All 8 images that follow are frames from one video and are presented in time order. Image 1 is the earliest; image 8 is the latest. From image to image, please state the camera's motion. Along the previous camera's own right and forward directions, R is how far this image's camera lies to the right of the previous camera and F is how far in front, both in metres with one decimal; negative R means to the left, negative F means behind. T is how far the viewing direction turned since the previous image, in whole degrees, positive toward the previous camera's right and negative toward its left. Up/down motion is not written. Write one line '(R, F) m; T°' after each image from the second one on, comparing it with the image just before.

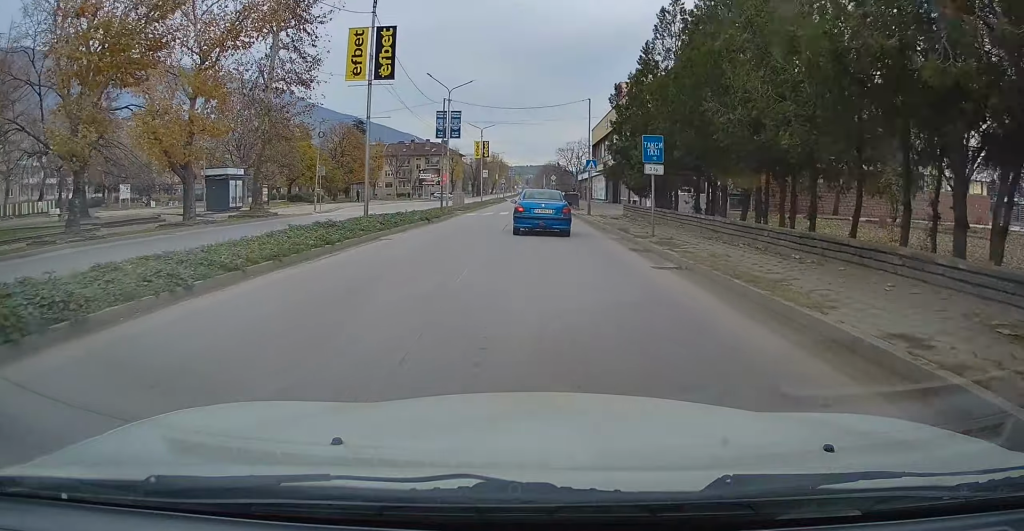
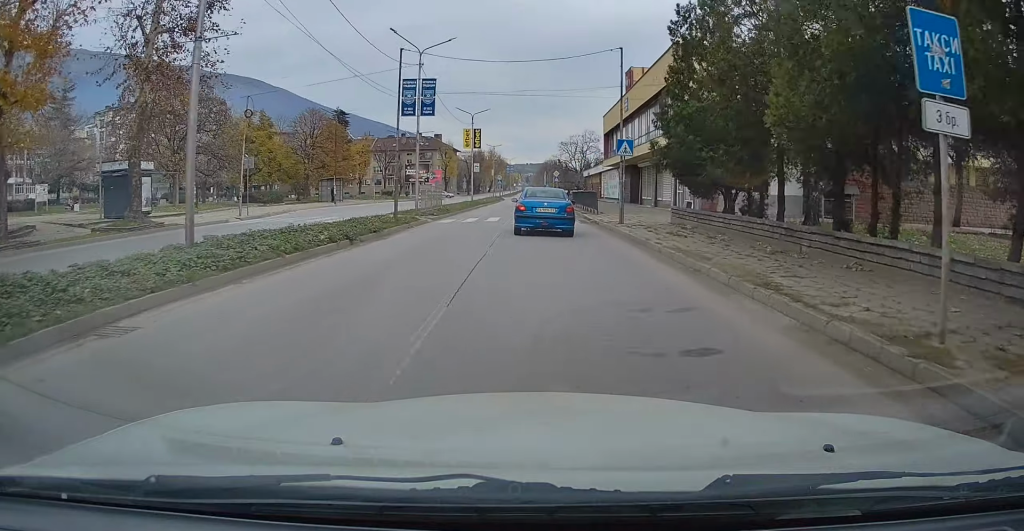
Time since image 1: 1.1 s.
(-0.2, +12.5) m; -2°
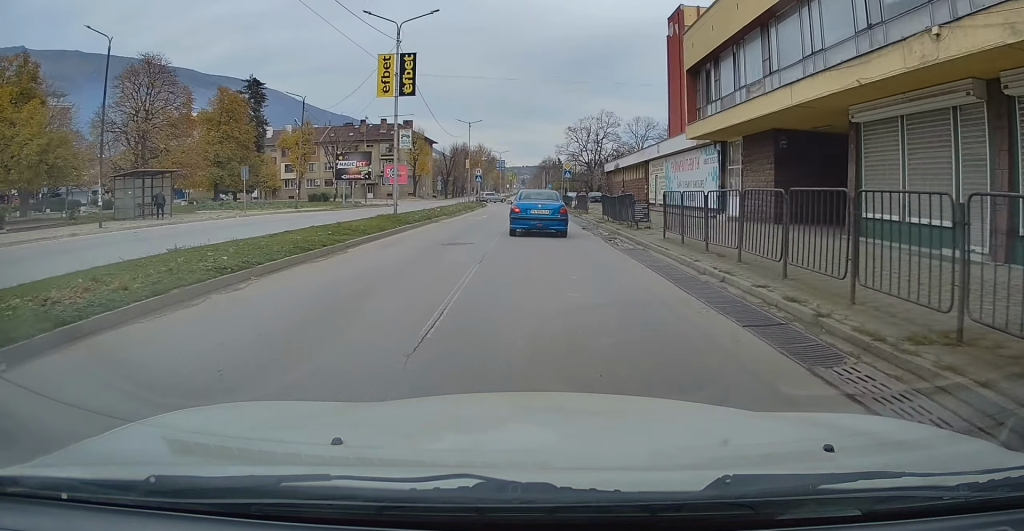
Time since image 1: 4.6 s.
(+0.8, +36.0) m; +2°
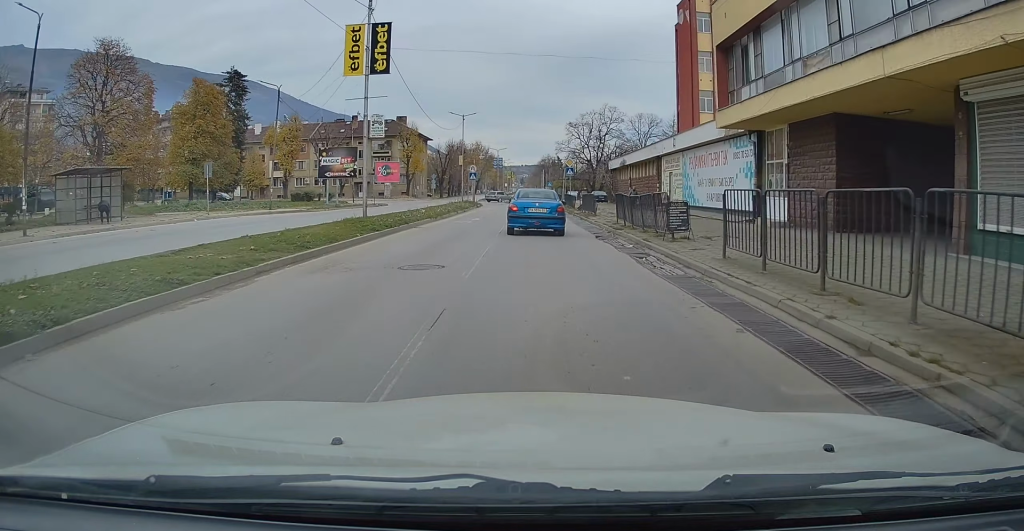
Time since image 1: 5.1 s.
(0.0, +5.2) m; 0°
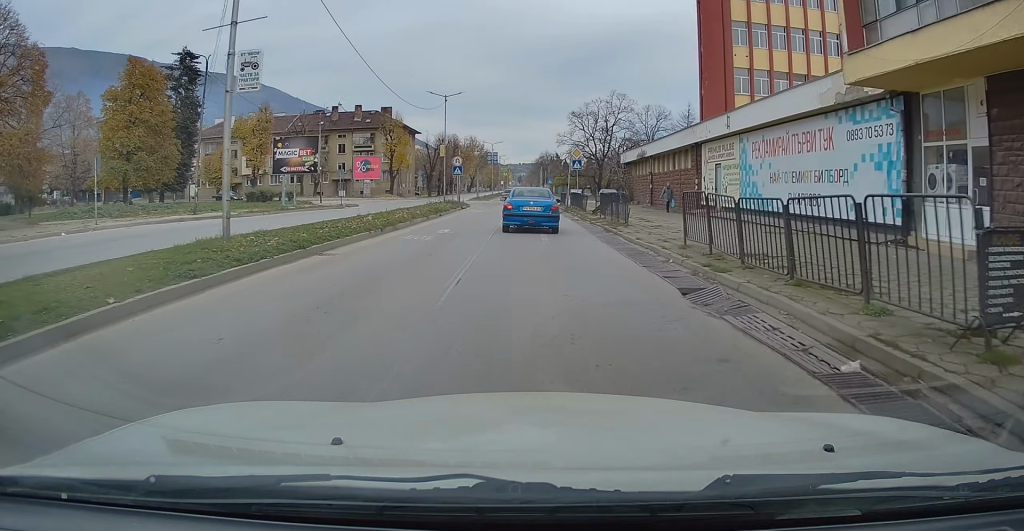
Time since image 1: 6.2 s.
(0.0, +11.0) m; 0°
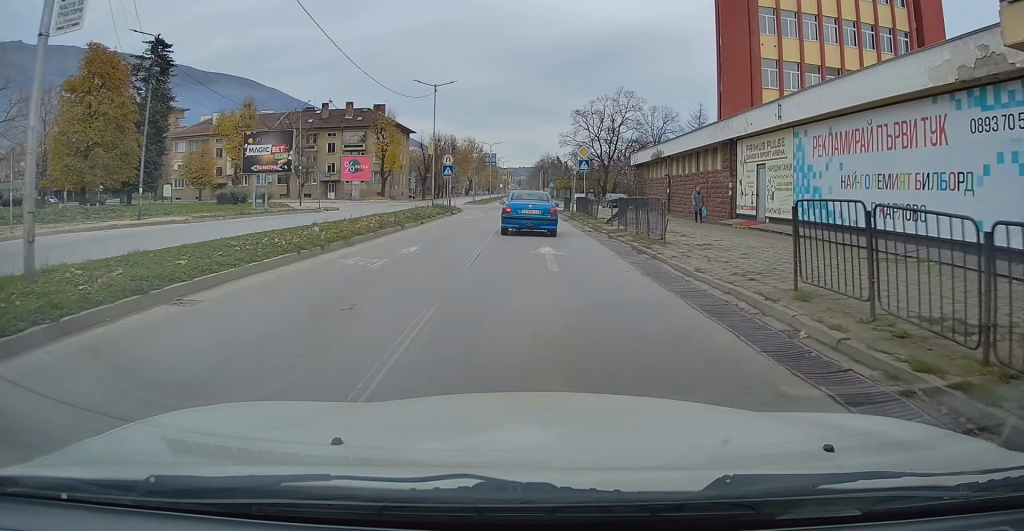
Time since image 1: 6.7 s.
(0.0, +5.9) m; 0°
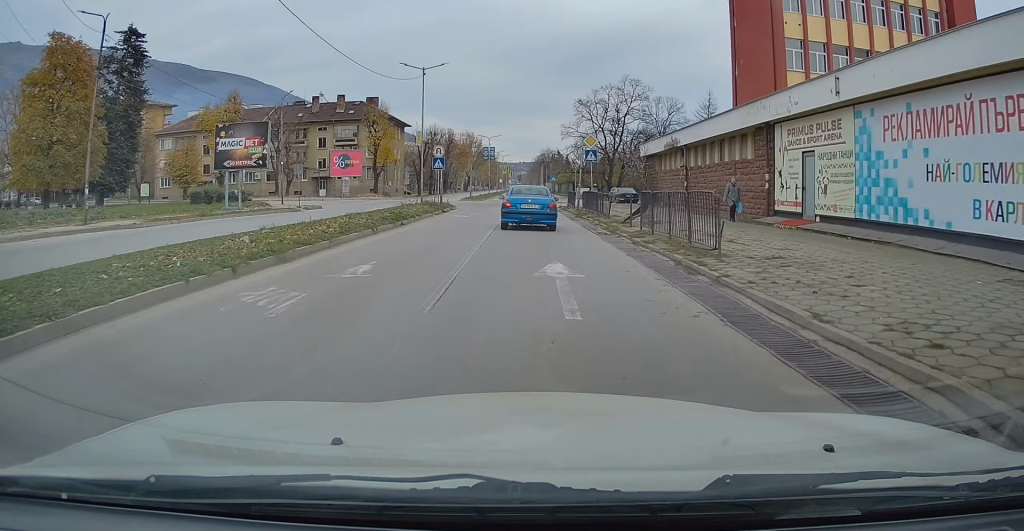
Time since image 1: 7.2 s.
(0.0, +4.5) m; 0°
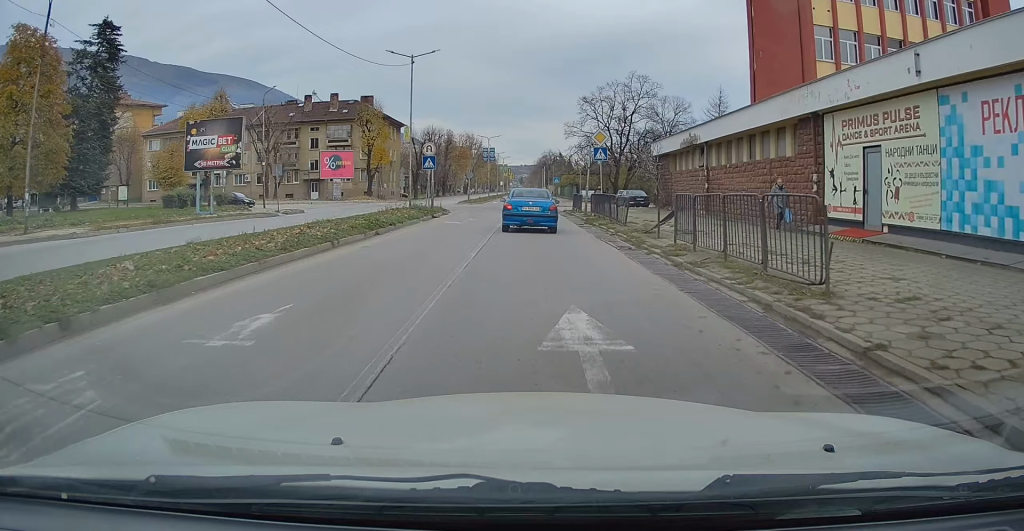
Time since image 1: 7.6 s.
(0.0, +4.1) m; 0°
